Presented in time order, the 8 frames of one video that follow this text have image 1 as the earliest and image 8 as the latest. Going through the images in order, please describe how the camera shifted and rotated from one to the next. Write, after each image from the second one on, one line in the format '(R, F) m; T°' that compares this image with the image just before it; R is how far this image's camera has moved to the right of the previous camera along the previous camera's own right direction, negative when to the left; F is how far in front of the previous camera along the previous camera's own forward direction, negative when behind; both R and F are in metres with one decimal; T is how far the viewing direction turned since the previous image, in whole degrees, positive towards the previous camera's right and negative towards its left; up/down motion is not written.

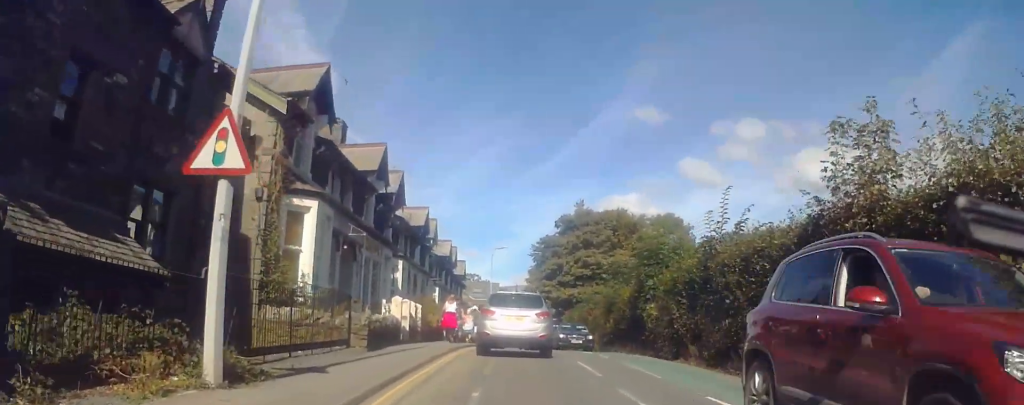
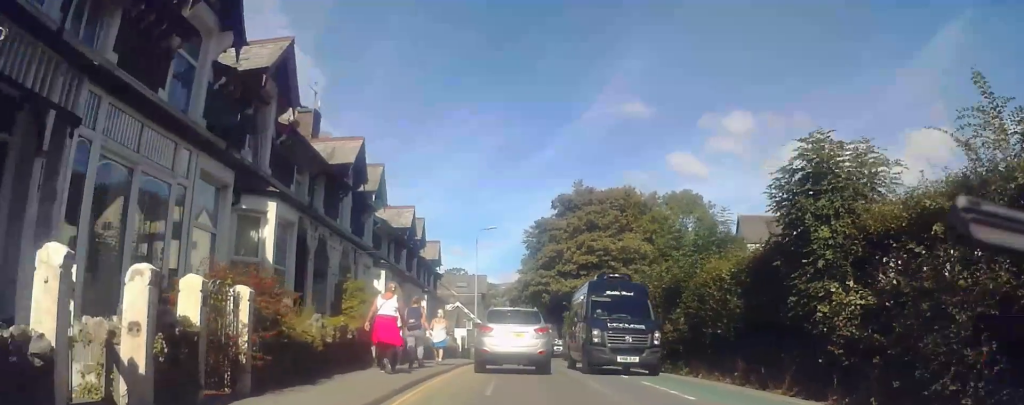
(-0.1, +13.9) m; +1°
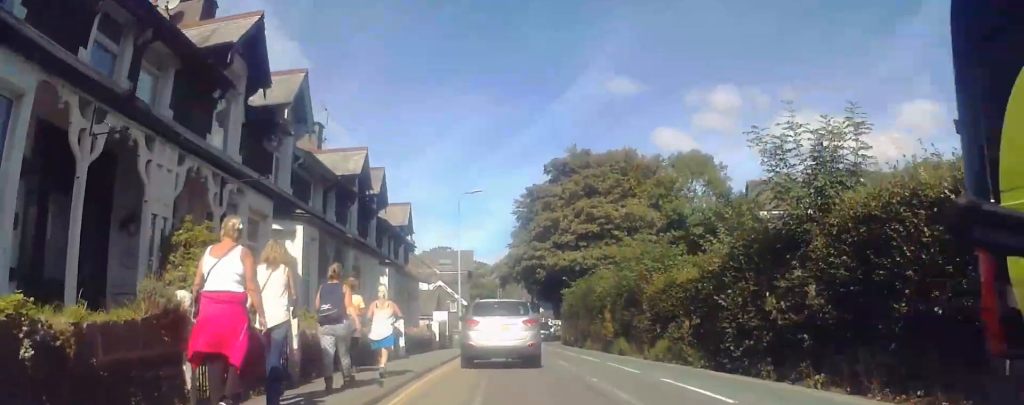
(0.0, +8.3) m; 0°
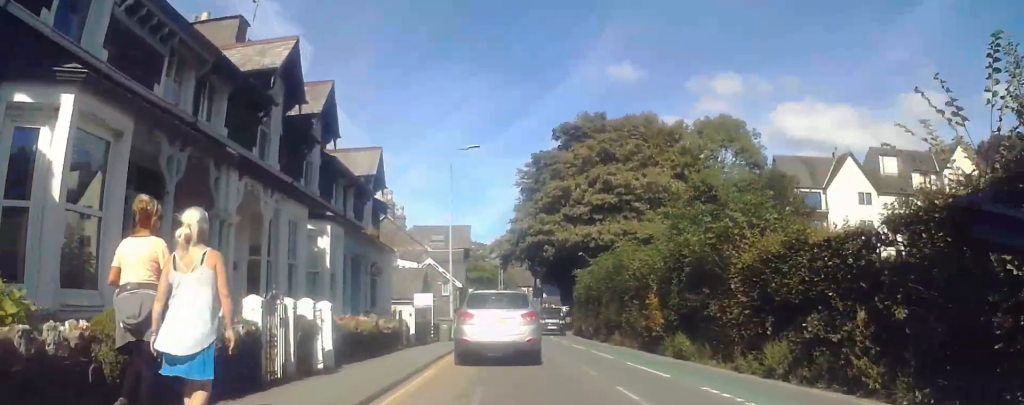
(0.0, +8.5) m; +1°
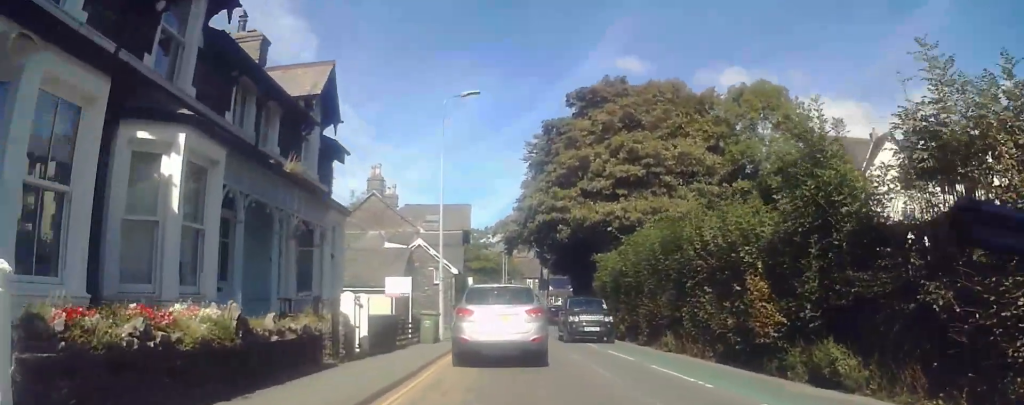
(0.0, +8.0) m; -1°
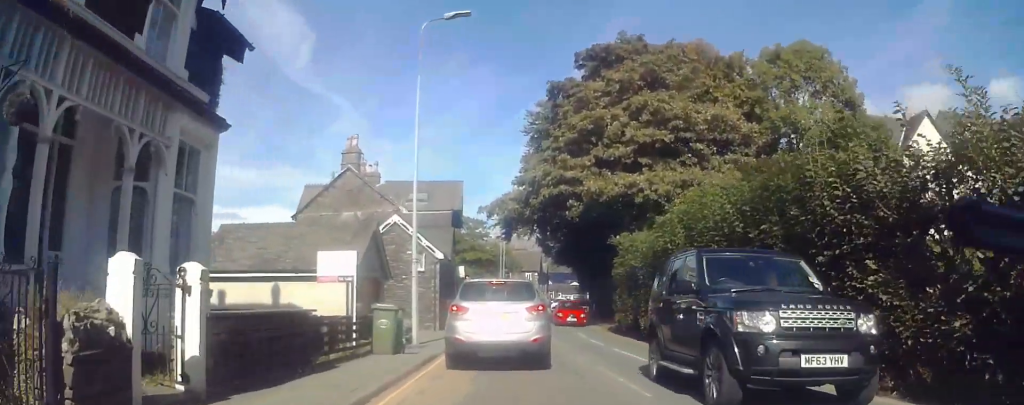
(-0.1, +7.5) m; +1°
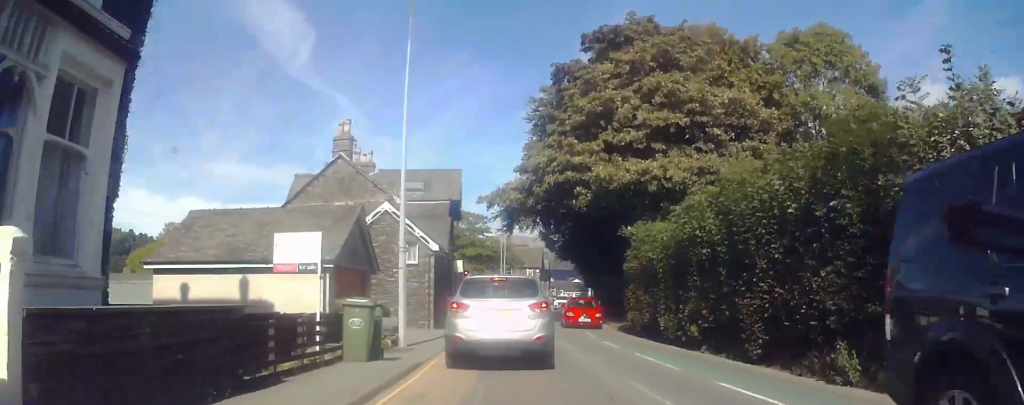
(+0.1, +2.8) m; +1°
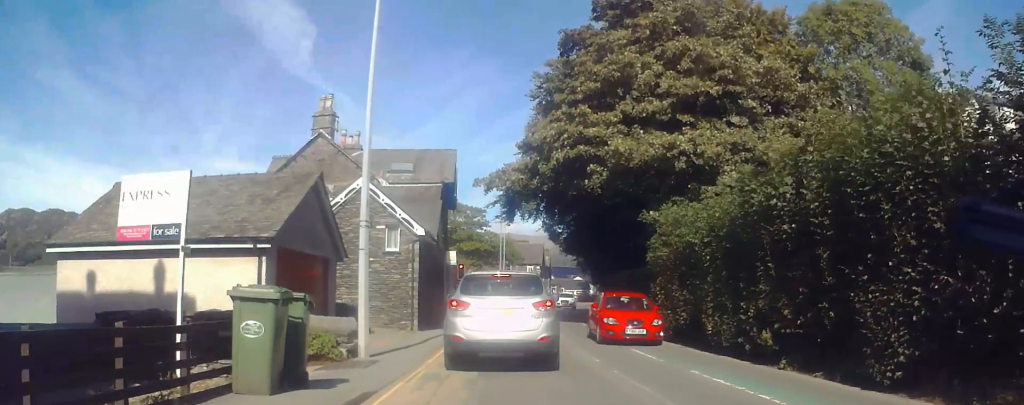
(+0.1, +5.0) m; -1°
